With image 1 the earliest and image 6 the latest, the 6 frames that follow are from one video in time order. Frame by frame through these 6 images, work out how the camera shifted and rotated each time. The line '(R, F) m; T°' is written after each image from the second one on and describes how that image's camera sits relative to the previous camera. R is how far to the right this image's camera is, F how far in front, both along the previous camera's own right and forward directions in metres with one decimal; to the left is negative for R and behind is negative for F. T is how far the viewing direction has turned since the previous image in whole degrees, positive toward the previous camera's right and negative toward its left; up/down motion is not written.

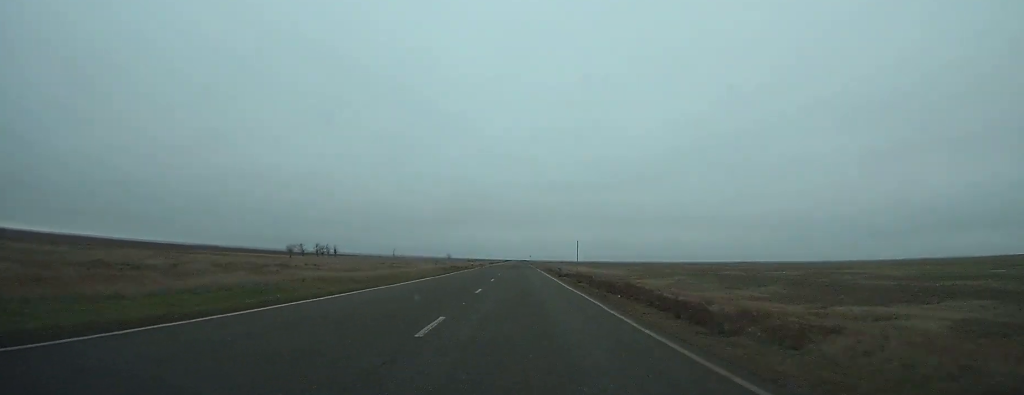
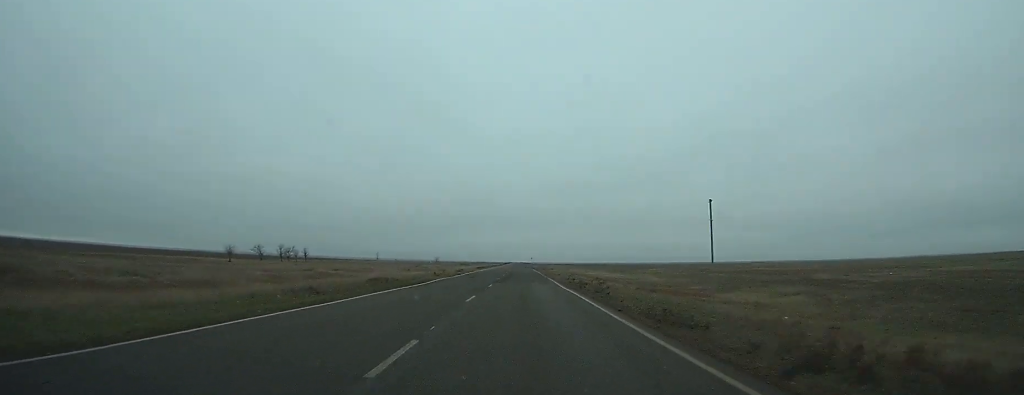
(+0.2, +38.1) m; 0°
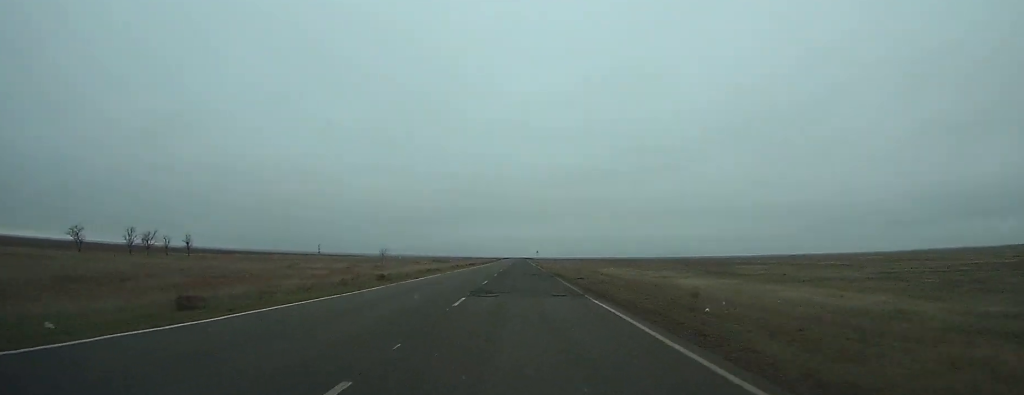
(-0.1, +86.1) m; 0°
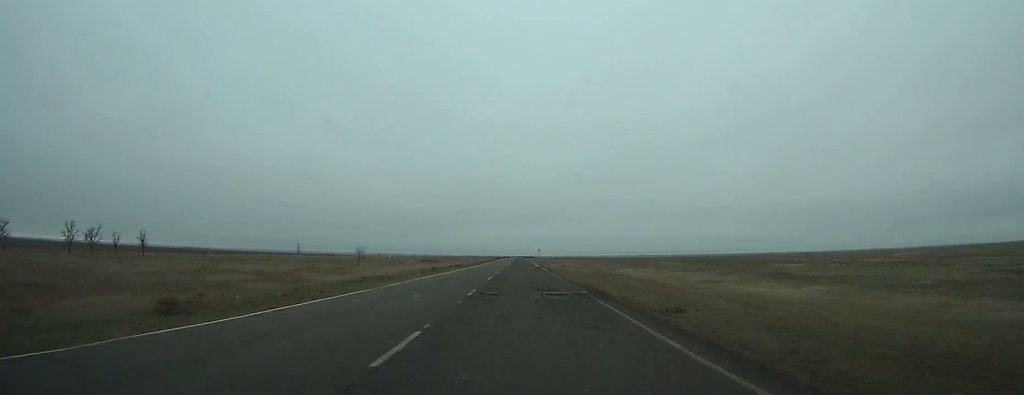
(0.0, +21.1) m; 0°
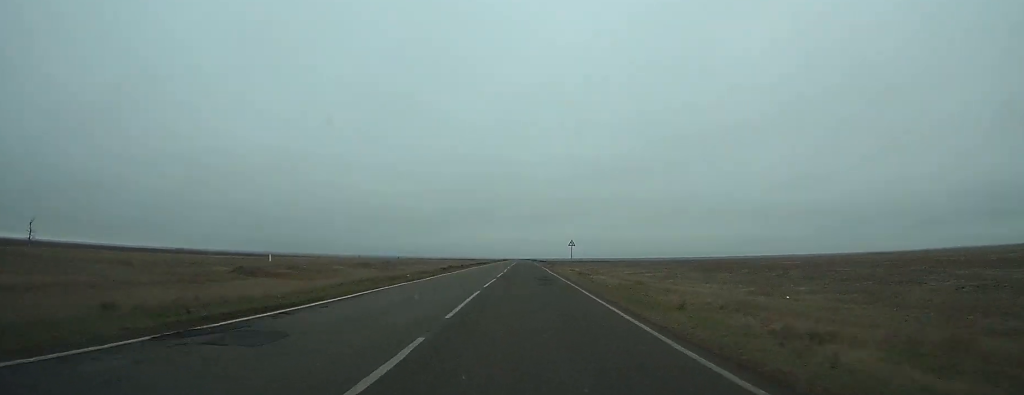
(-0.3, +118.1) m; 0°
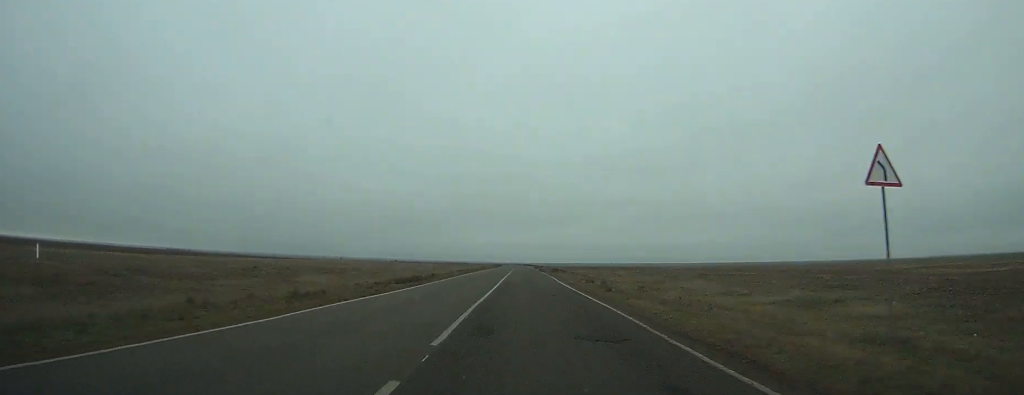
(-0.1, +60.7) m; 0°
